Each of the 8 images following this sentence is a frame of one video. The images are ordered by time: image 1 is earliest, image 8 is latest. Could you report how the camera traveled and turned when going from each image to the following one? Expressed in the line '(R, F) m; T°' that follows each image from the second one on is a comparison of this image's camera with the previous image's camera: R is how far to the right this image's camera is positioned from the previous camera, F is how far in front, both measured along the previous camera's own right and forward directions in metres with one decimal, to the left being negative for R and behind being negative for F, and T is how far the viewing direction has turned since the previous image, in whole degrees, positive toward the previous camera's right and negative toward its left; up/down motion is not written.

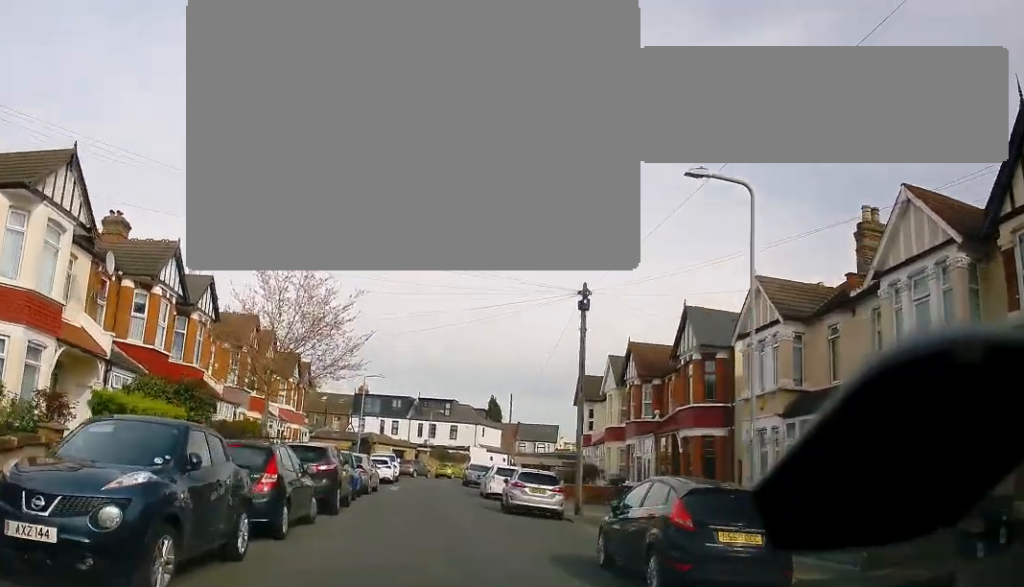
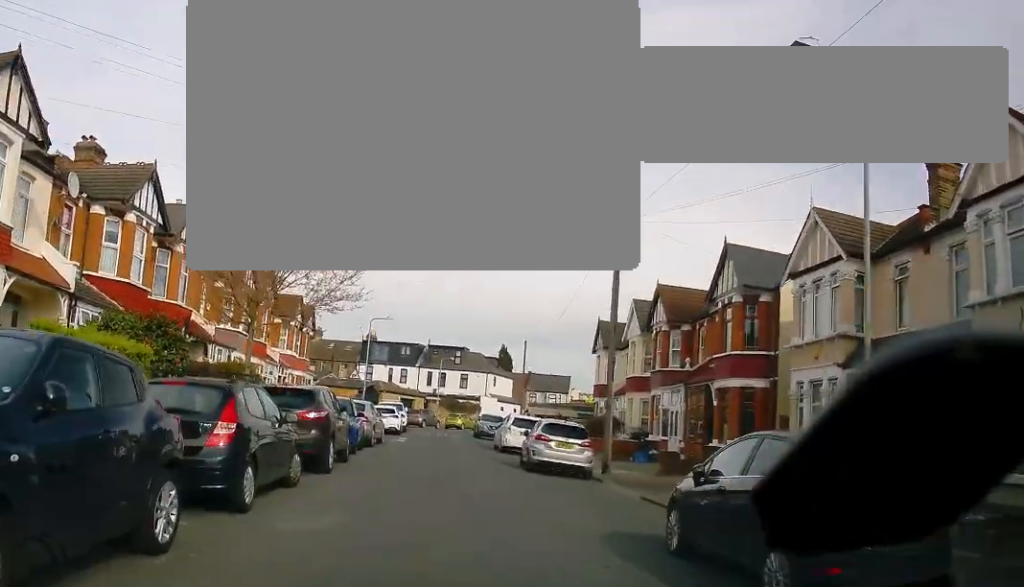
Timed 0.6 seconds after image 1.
(+0.2, +3.1) m; 0°
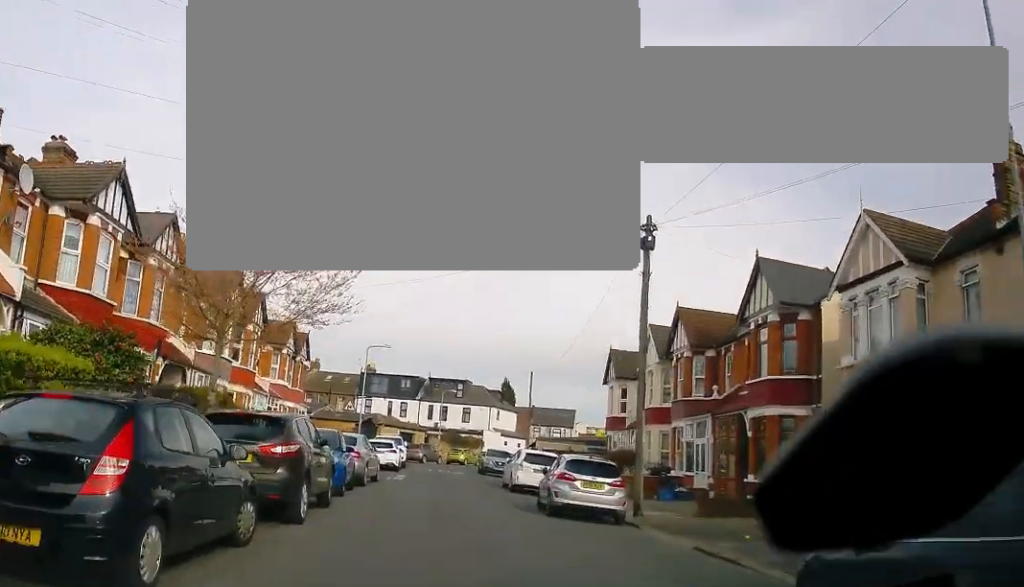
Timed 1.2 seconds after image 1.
(-0.2, +2.9) m; -3°
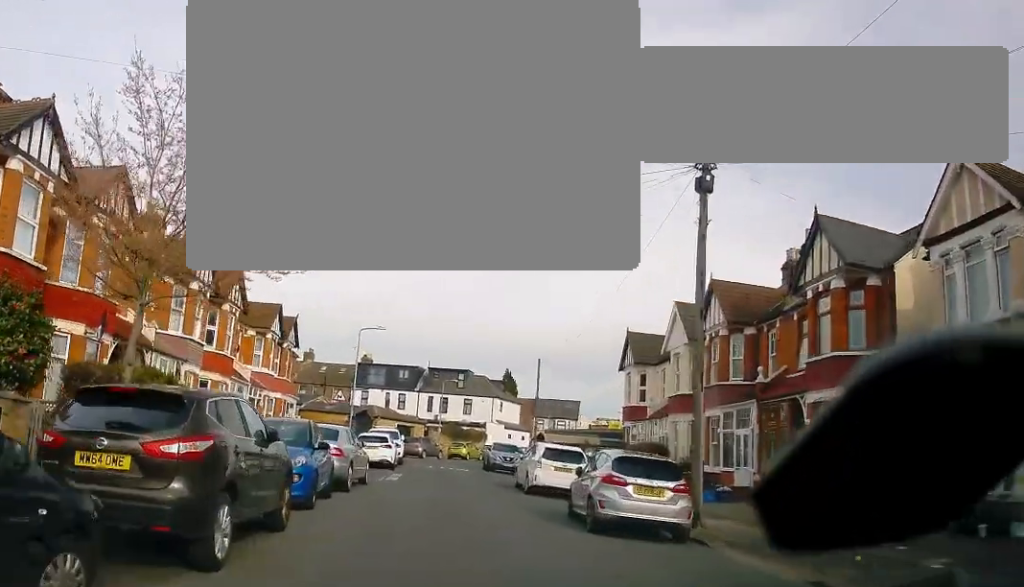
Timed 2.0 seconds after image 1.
(-0.2, +4.1) m; -2°
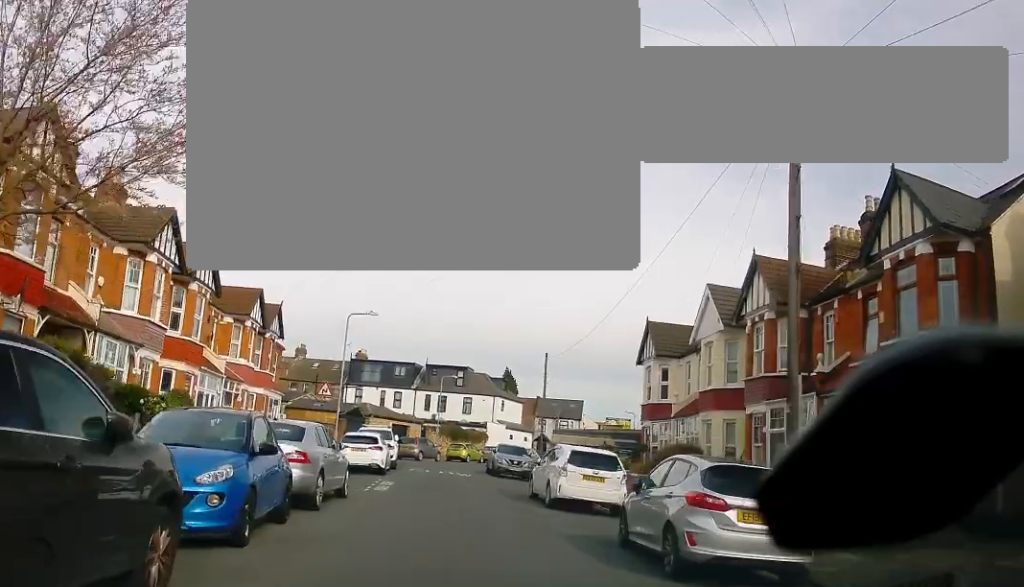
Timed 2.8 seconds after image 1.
(0.0, +4.1) m; 0°
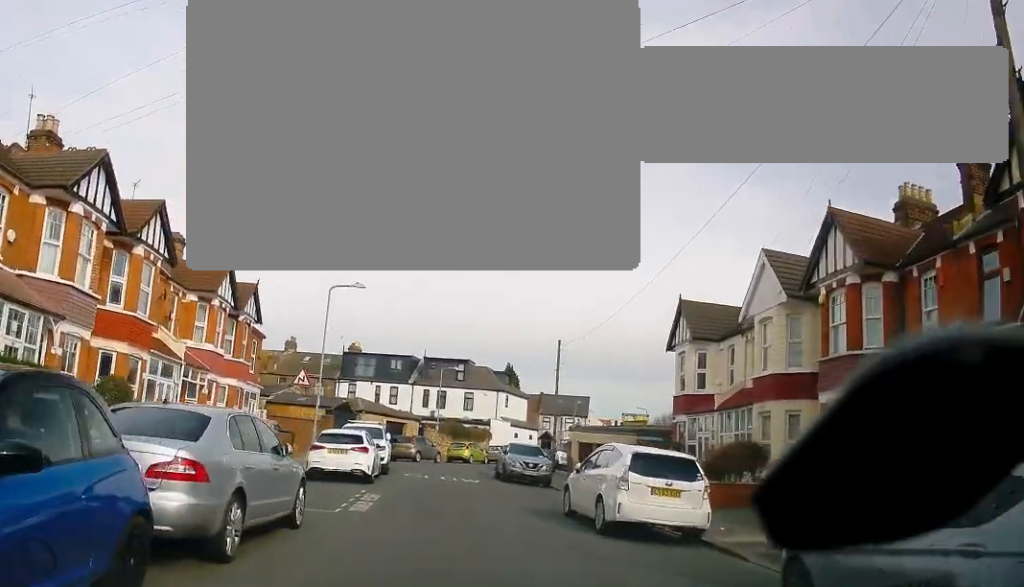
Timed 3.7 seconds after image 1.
(0.0, +5.1) m; +2°
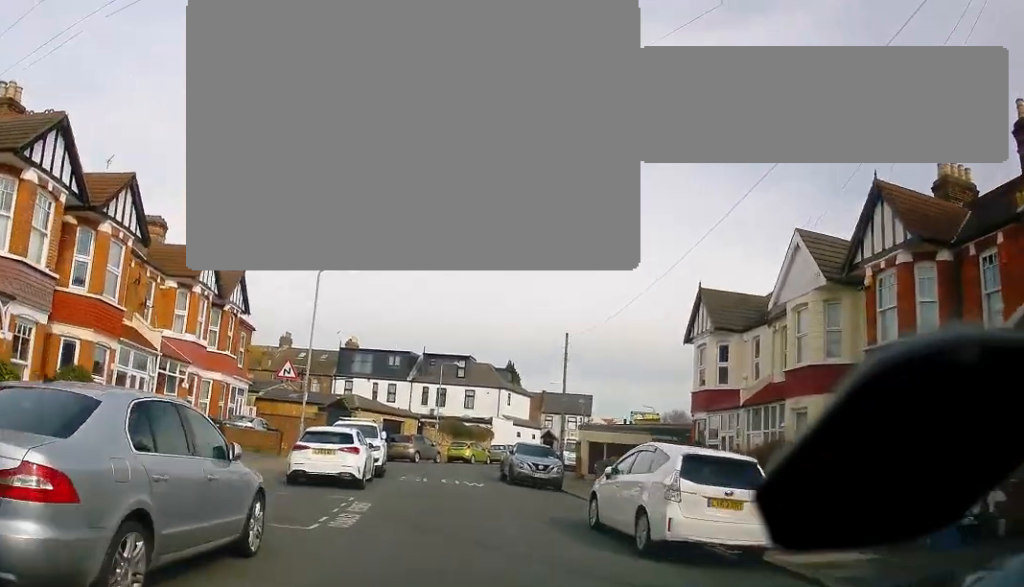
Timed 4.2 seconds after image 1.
(0.0, +2.4) m; +3°
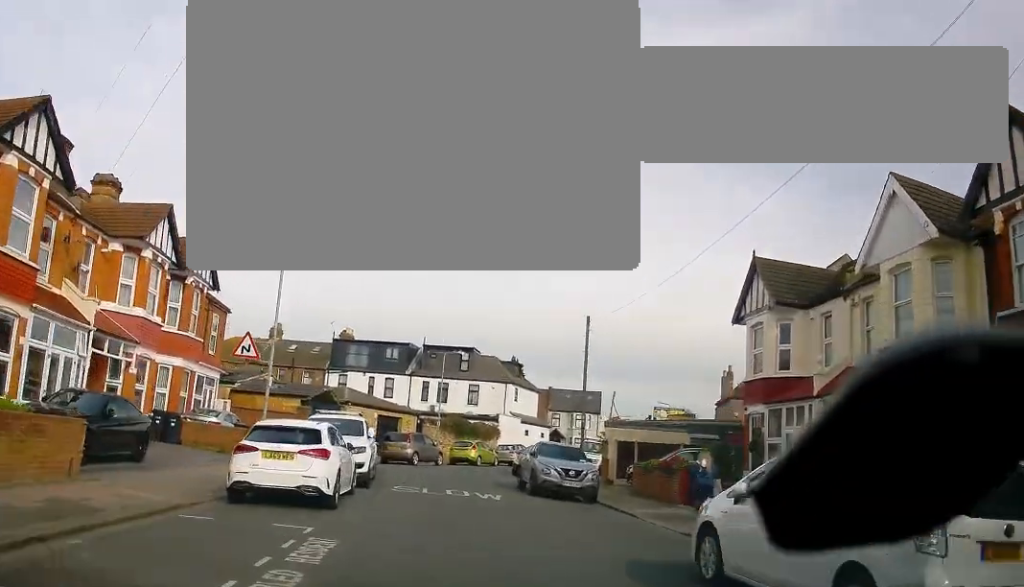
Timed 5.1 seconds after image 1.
(+0.3, +5.0) m; +2°
